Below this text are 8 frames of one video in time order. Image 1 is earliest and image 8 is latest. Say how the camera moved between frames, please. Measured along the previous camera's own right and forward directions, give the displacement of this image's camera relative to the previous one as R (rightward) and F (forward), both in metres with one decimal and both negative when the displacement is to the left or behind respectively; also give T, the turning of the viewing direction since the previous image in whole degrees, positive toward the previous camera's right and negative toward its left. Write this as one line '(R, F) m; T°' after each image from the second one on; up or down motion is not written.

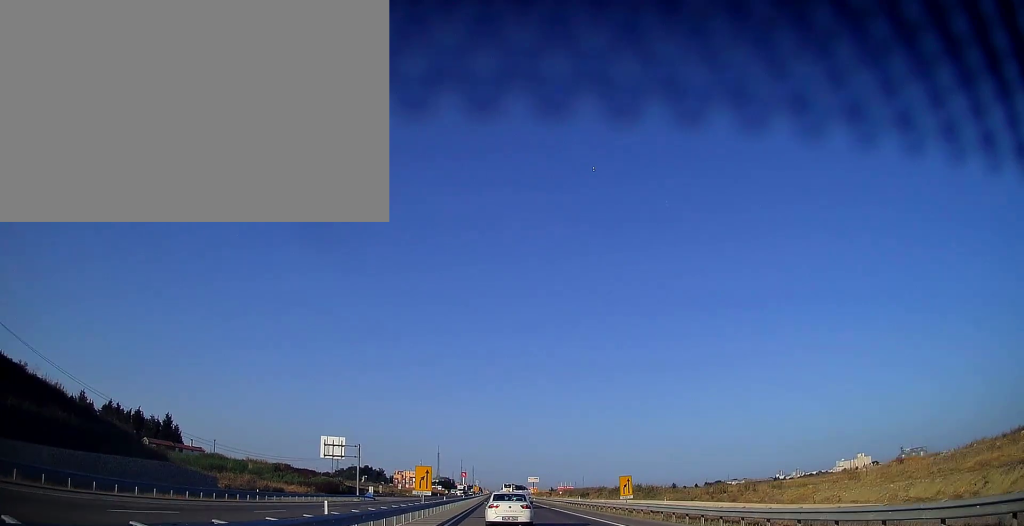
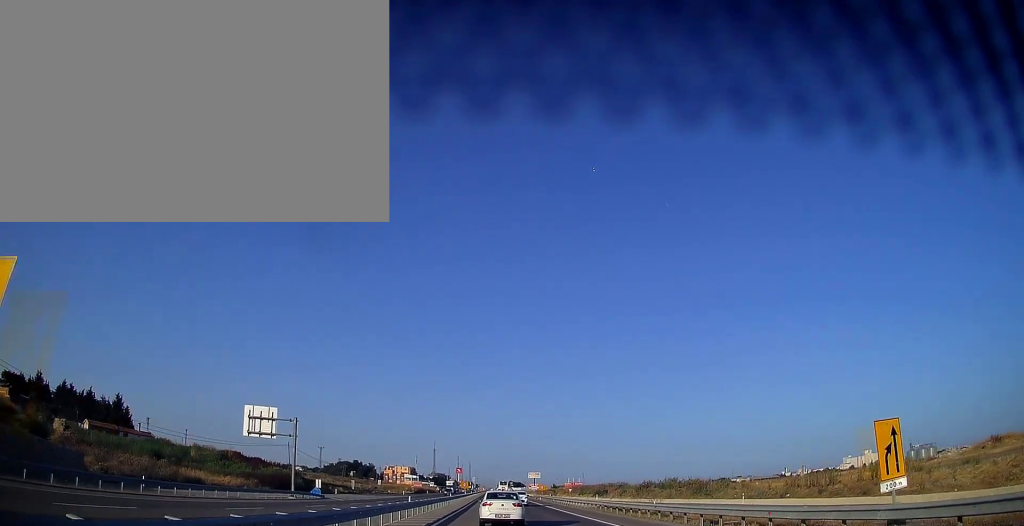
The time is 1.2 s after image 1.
(0.0, +27.7) m; 0°
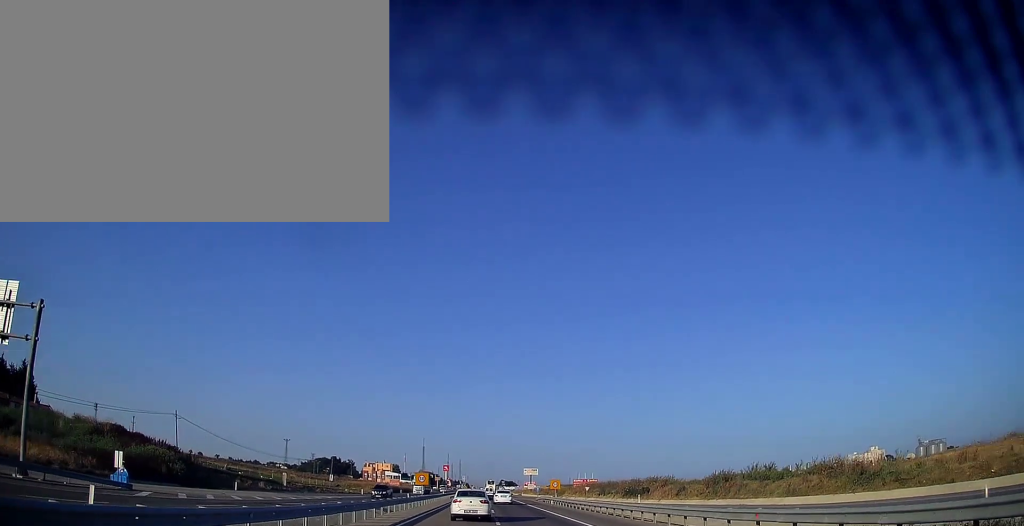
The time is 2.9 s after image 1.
(+0.3, +37.3) m; +1°
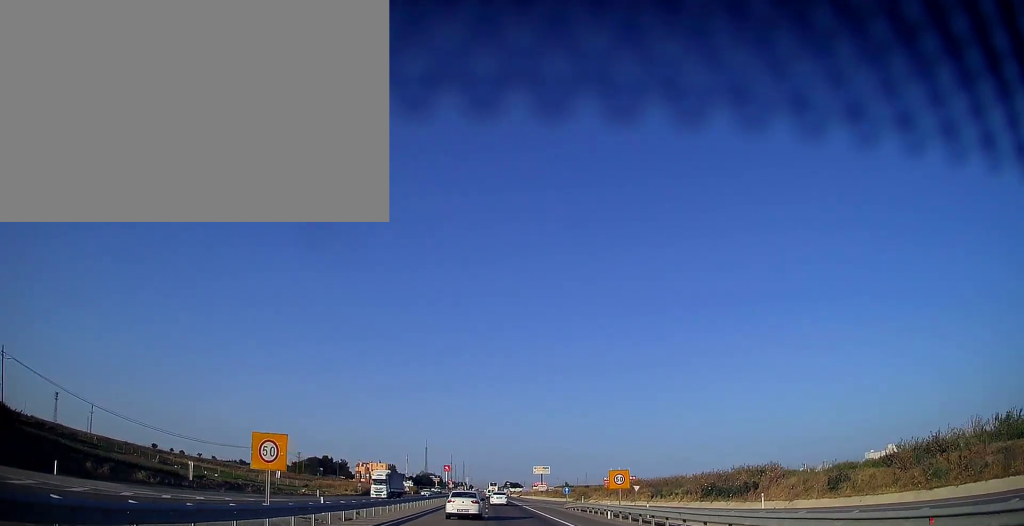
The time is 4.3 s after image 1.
(-0.1, +31.3) m; -1°
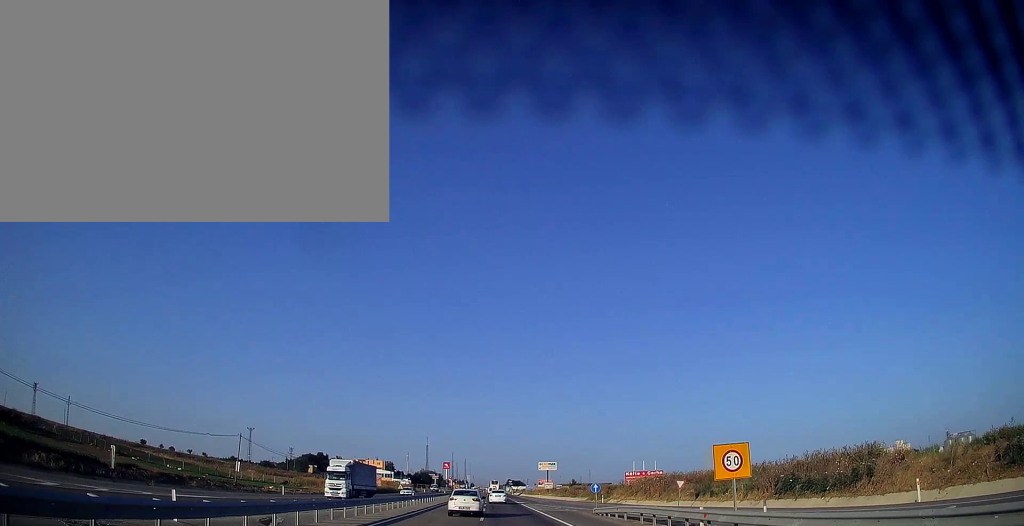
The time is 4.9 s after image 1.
(-0.1, +14.2) m; 0°
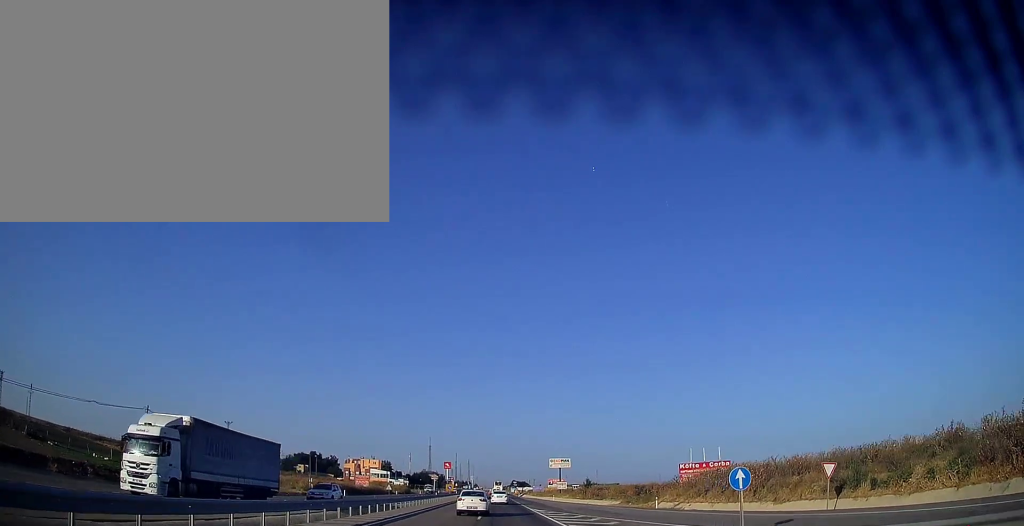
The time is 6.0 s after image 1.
(0.0, +23.1) m; 0°
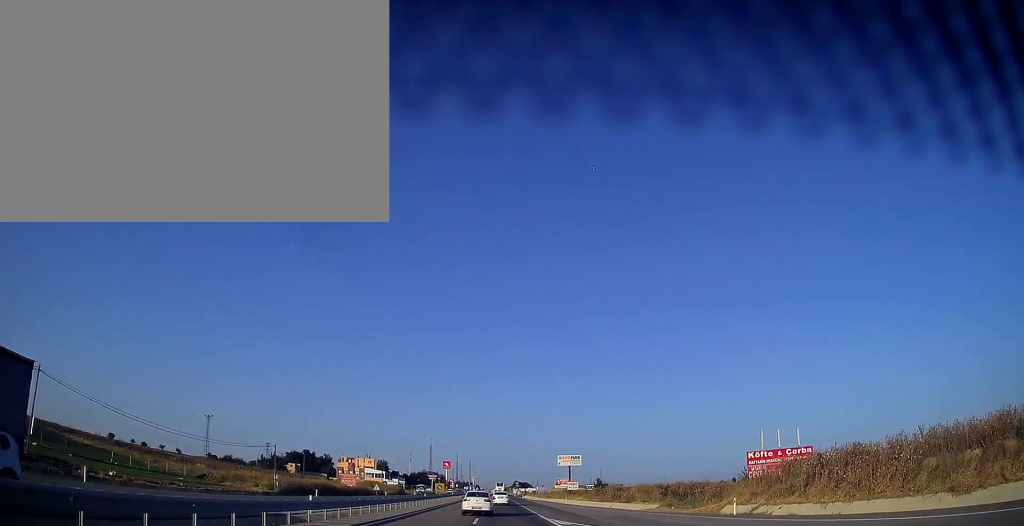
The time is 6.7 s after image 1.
(+0.1, +15.6) m; 0°
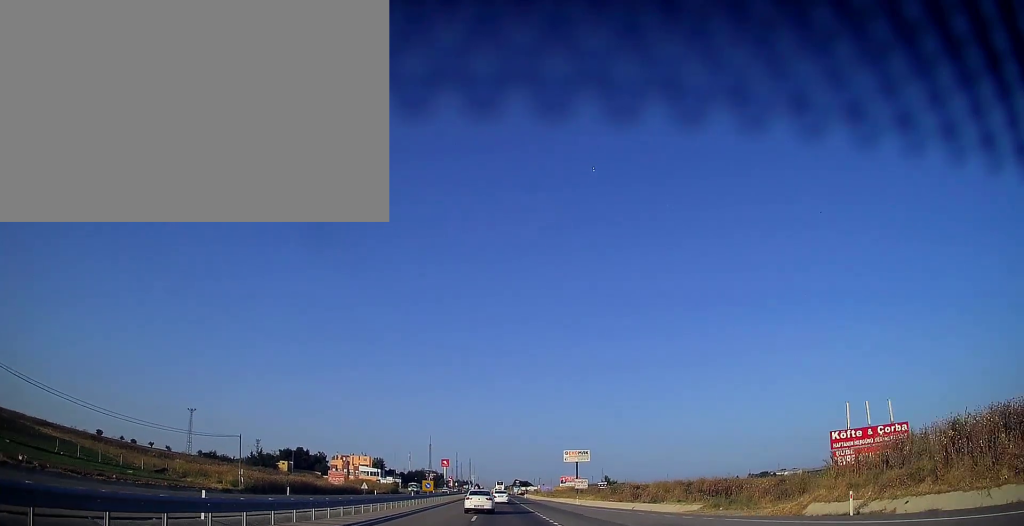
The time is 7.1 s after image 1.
(0.0, +10.4) m; 0°
